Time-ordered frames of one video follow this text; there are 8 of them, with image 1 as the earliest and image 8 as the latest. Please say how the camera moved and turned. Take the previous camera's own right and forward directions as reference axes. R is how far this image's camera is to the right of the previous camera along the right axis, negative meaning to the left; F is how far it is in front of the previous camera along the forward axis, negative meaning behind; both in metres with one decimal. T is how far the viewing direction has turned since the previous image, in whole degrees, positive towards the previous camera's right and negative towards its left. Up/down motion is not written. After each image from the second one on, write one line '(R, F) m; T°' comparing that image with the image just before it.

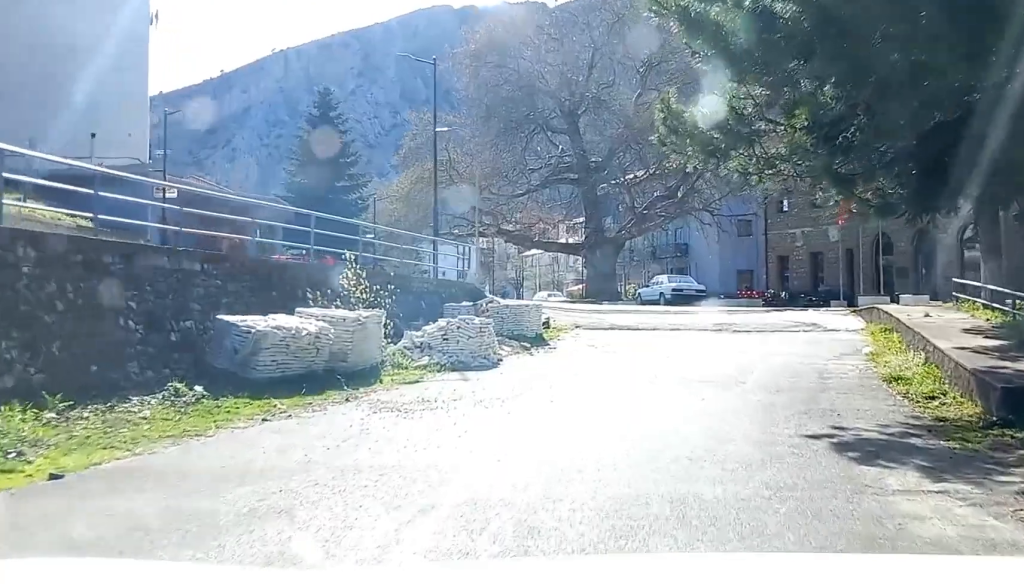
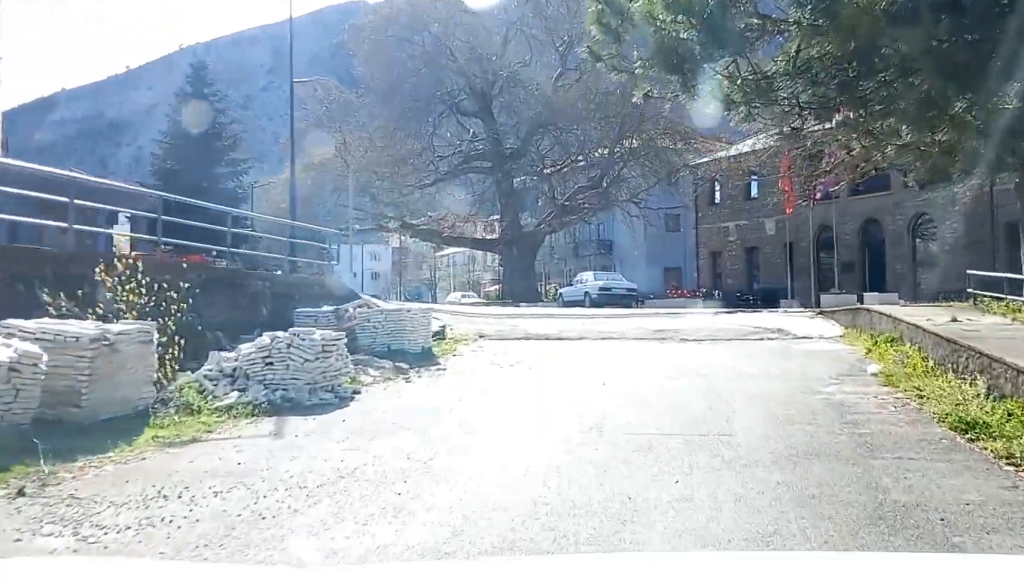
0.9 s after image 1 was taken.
(+0.1, +5.6) m; +4°
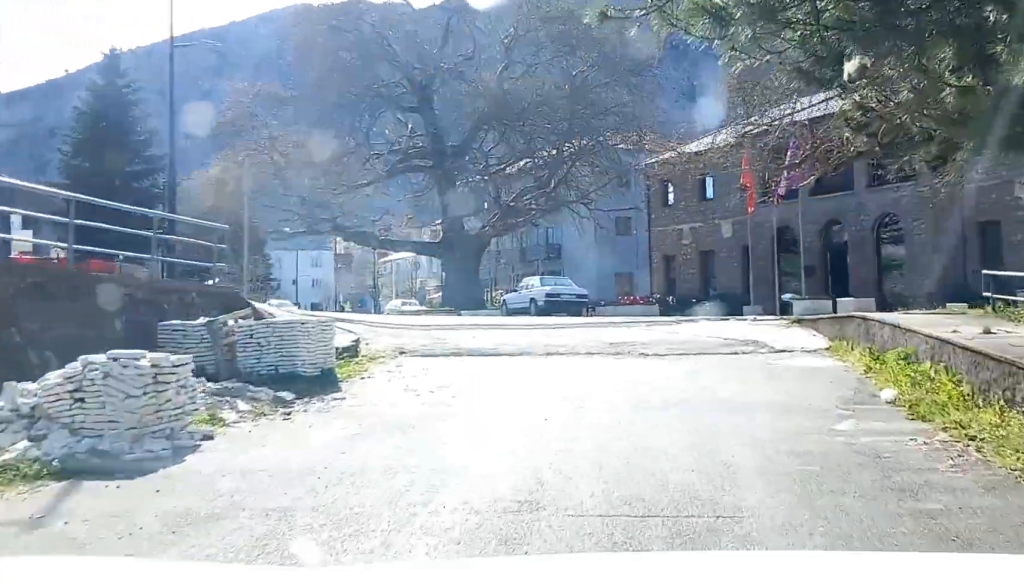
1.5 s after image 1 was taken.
(+0.1, +1.8) m; +2°
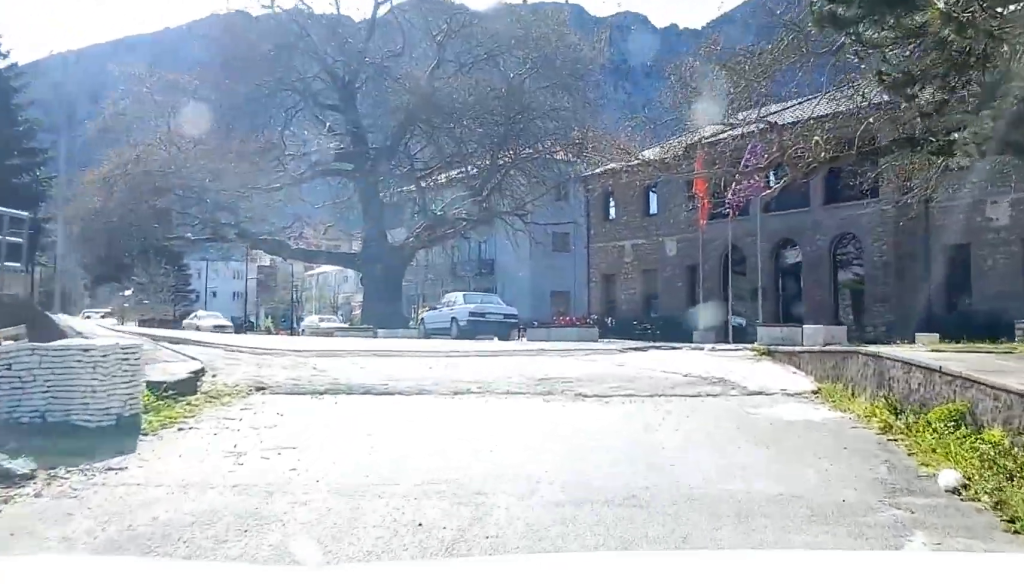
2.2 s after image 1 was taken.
(+0.1, +2.1) m; +2°
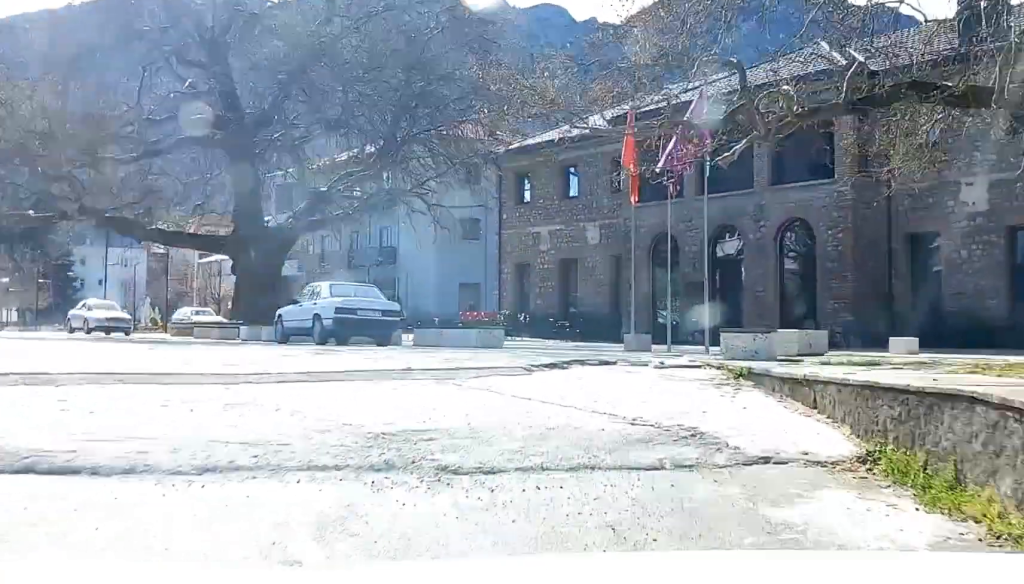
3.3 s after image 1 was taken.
(0.0, +4.3) m; -1°
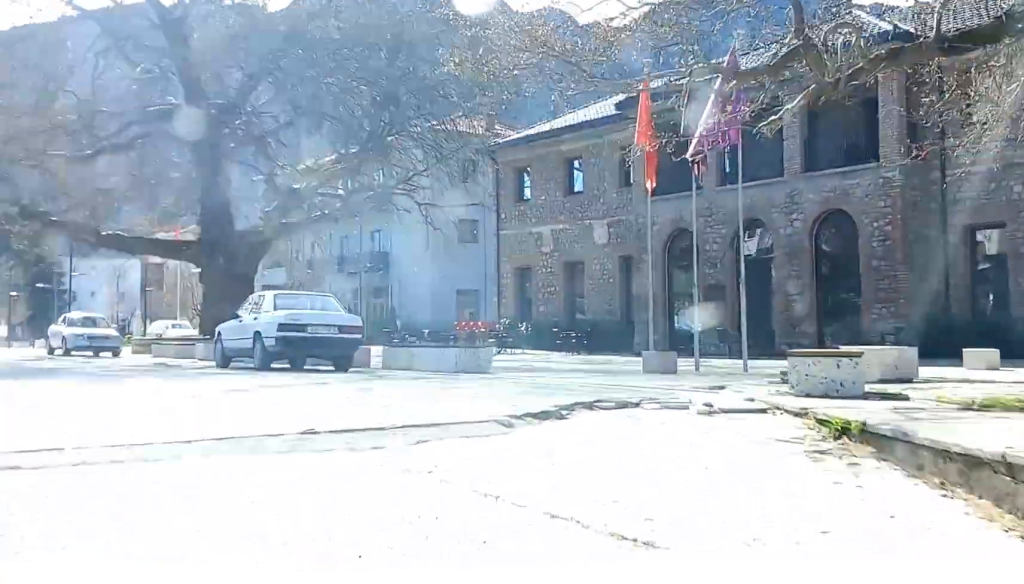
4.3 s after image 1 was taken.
(-0.1, +5.2) m; -4°
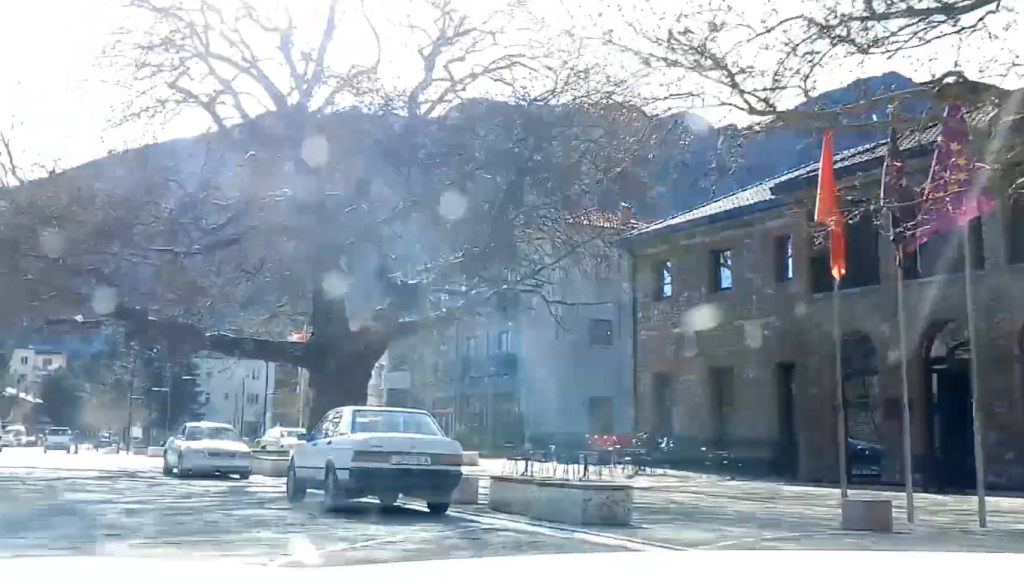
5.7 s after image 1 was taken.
(-0.4, +6.3) m; -6°
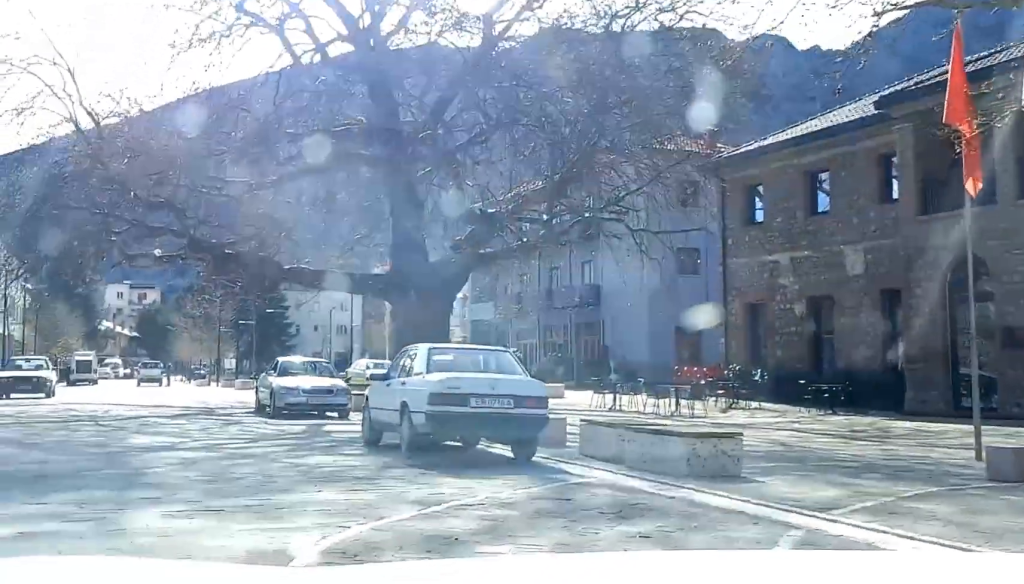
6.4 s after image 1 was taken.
(0.0, +2.4) m; 0°
